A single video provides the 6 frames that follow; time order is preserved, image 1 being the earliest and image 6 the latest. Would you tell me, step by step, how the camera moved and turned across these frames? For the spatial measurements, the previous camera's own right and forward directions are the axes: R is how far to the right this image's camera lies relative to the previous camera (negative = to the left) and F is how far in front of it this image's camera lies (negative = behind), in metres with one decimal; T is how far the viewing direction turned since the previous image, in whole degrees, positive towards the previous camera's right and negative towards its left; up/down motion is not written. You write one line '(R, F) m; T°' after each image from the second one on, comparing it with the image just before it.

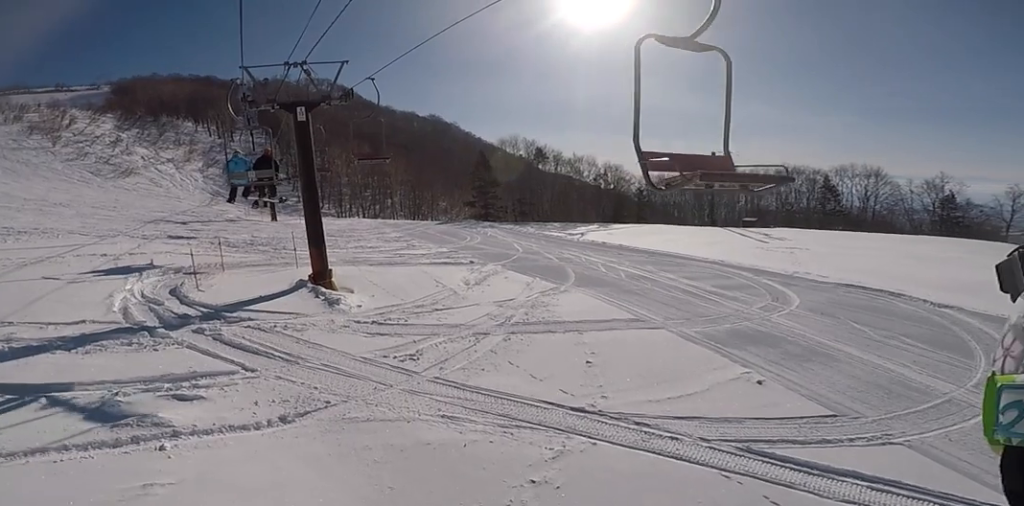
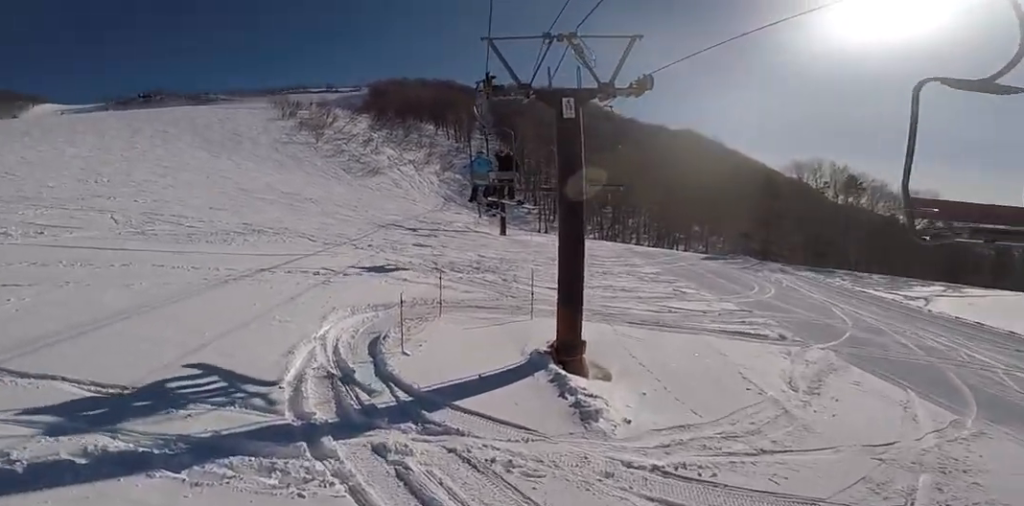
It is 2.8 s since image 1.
(0.0, +5.4) m; 0°
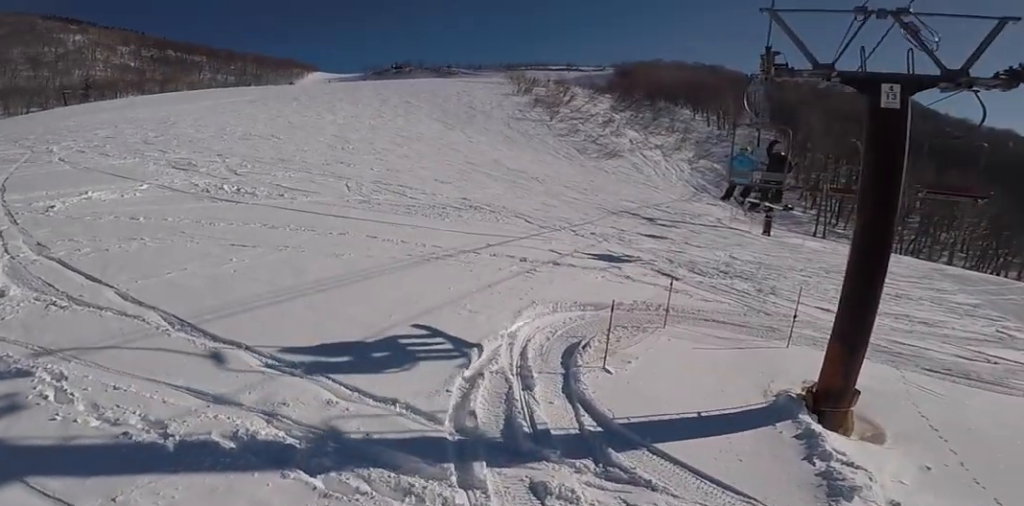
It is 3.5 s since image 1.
(0.0, +1.3) m; 0°
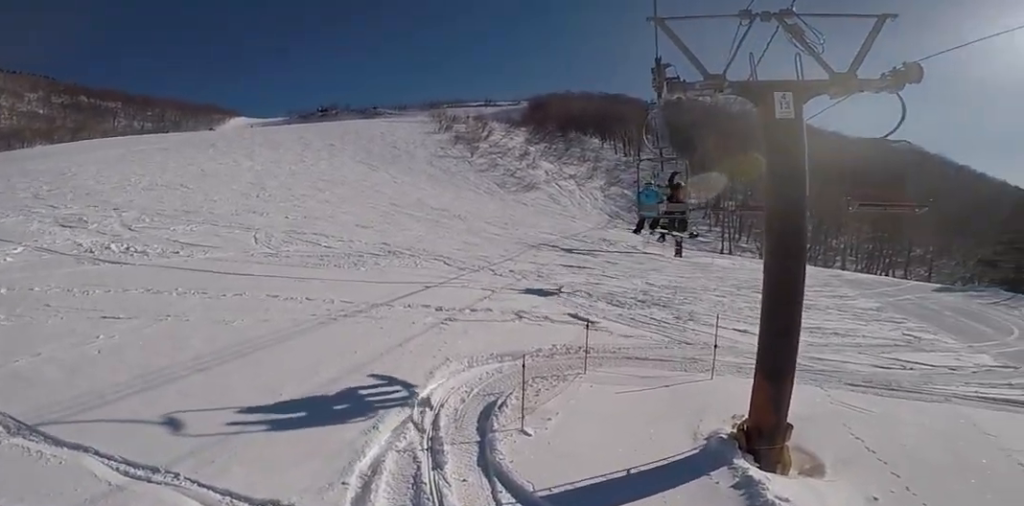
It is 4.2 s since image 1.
(0.0, +1.4) m; 0°
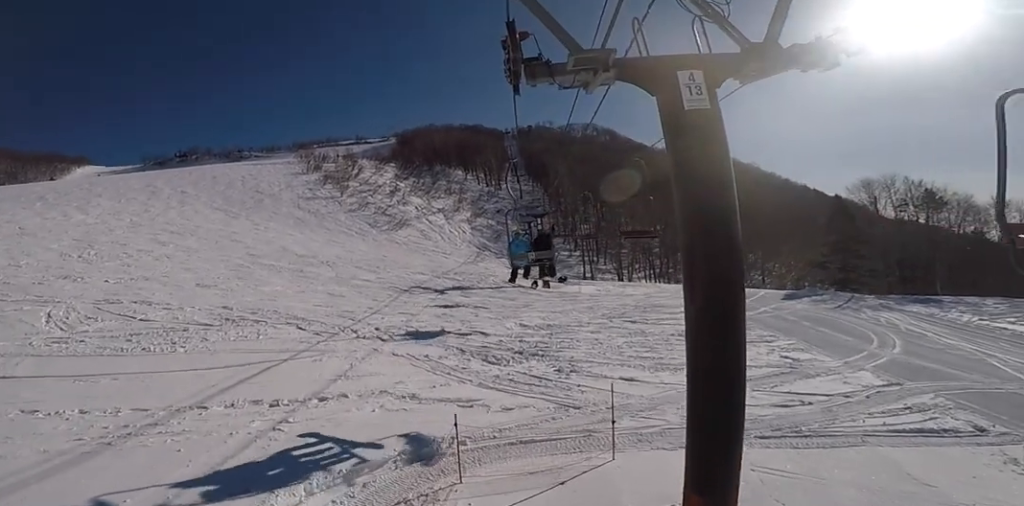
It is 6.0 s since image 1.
(0.0, +3.4) m; 0°
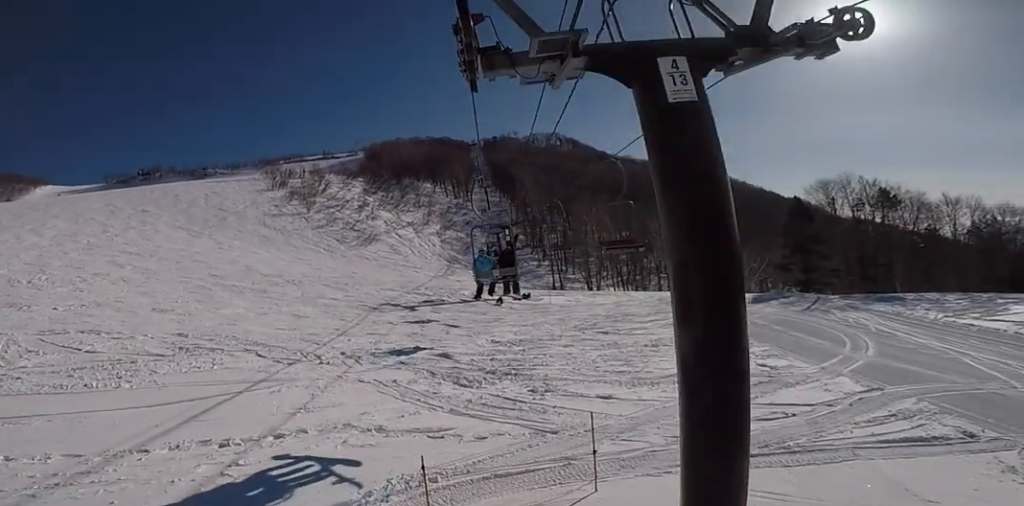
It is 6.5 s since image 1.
(0.0, +1.0) m; 0°
